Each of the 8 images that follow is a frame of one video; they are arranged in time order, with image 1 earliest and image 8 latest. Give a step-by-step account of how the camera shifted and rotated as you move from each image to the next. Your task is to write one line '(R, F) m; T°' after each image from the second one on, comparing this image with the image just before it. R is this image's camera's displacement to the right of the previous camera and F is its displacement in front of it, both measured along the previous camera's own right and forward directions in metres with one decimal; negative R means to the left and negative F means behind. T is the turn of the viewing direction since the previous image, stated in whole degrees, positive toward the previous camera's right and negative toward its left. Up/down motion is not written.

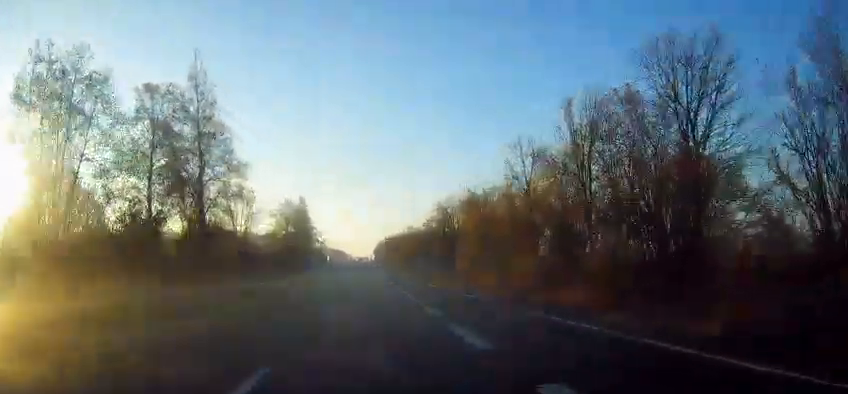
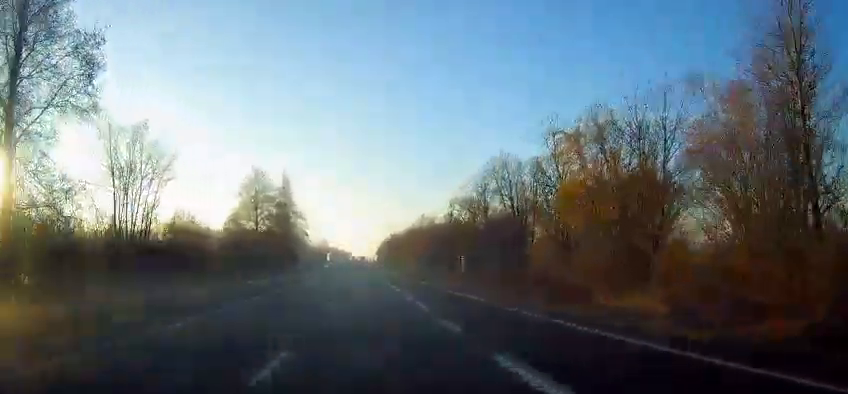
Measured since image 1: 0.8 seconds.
(-0.1, +23.6) m; -1°
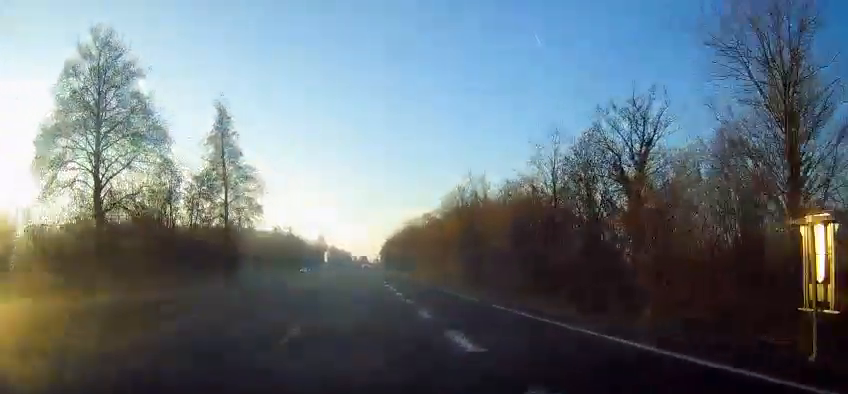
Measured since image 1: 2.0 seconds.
(-0.4, +34.6) m; -1°
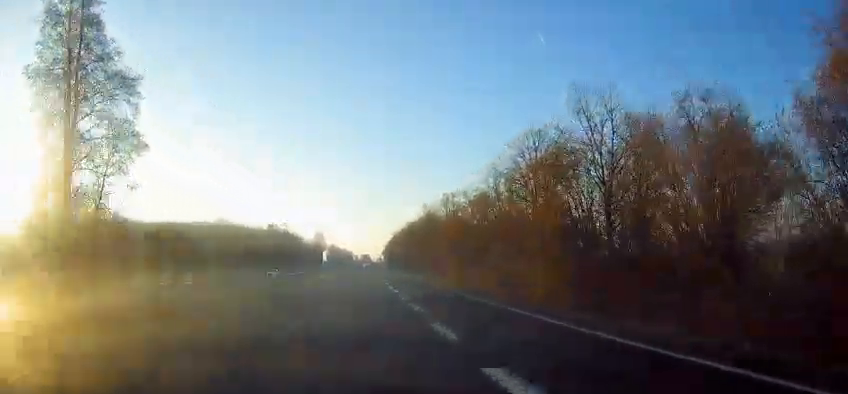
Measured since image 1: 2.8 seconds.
(+0.1, +24.2) m; 0°
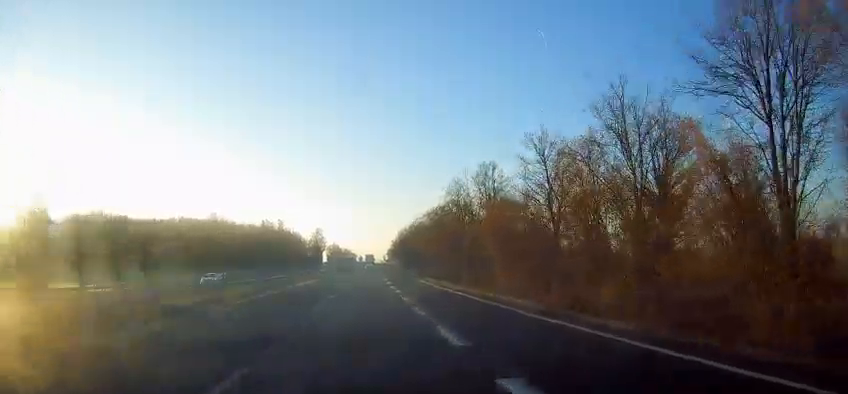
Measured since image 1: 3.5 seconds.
(0.0, +20.4) m; 0°
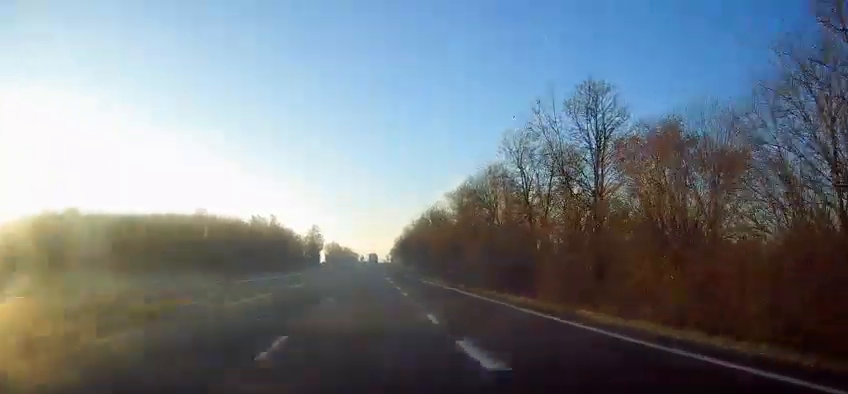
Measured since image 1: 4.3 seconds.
(0.0, +22.2) m; 0°
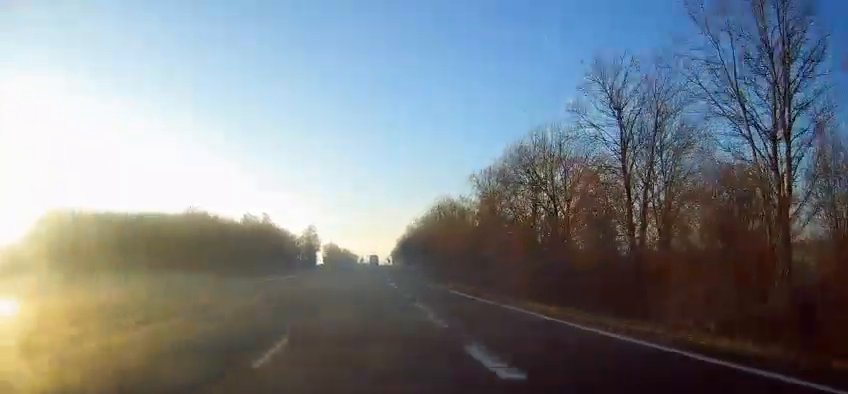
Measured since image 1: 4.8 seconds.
(0.0, +13.5) m; 0°
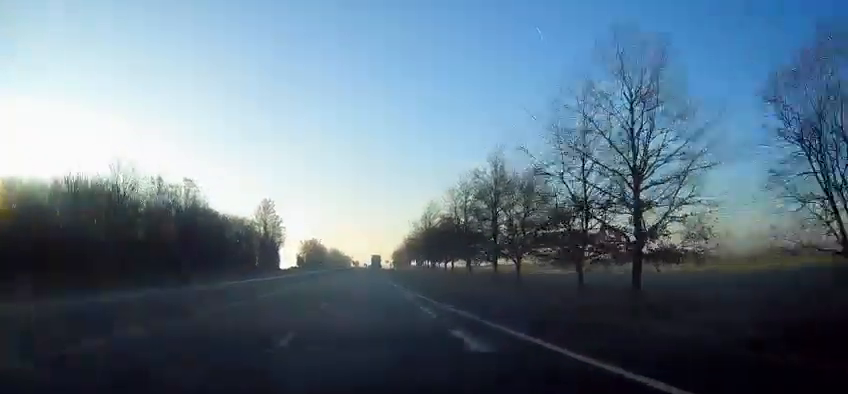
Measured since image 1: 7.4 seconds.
(-0.5, +76.3) m; 0°
